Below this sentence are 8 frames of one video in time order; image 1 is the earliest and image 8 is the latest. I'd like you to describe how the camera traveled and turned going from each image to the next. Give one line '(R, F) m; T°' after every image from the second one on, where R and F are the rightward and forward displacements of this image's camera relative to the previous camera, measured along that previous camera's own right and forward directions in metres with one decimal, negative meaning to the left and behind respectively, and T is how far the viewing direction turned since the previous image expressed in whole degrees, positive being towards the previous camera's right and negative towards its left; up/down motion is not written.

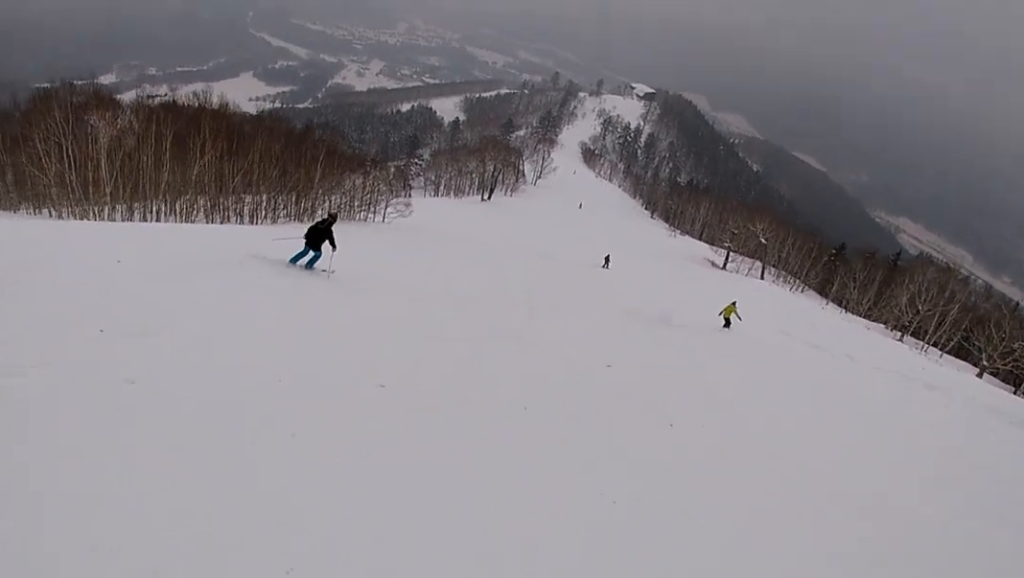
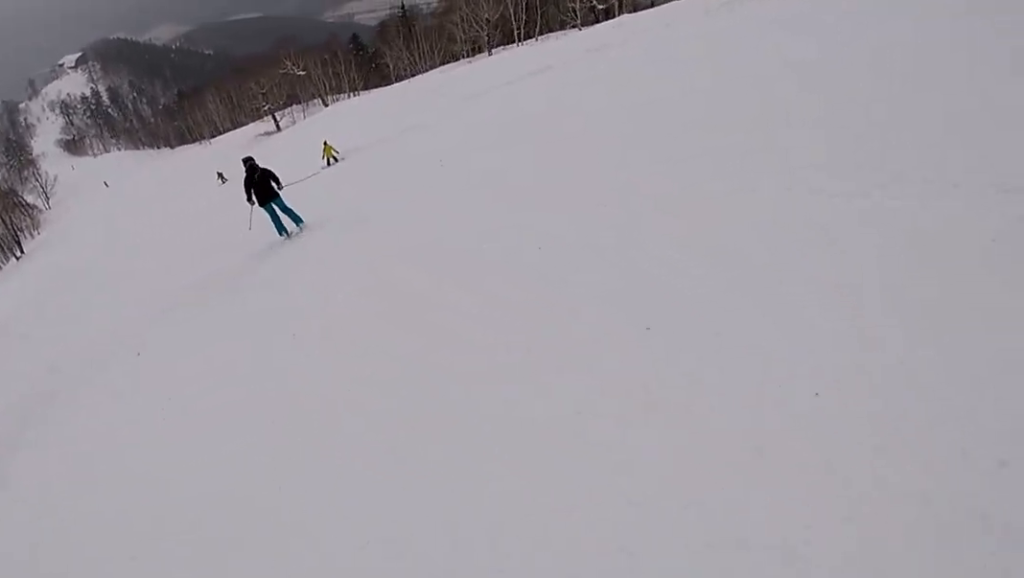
(-0.4, +12.1) m; +16°
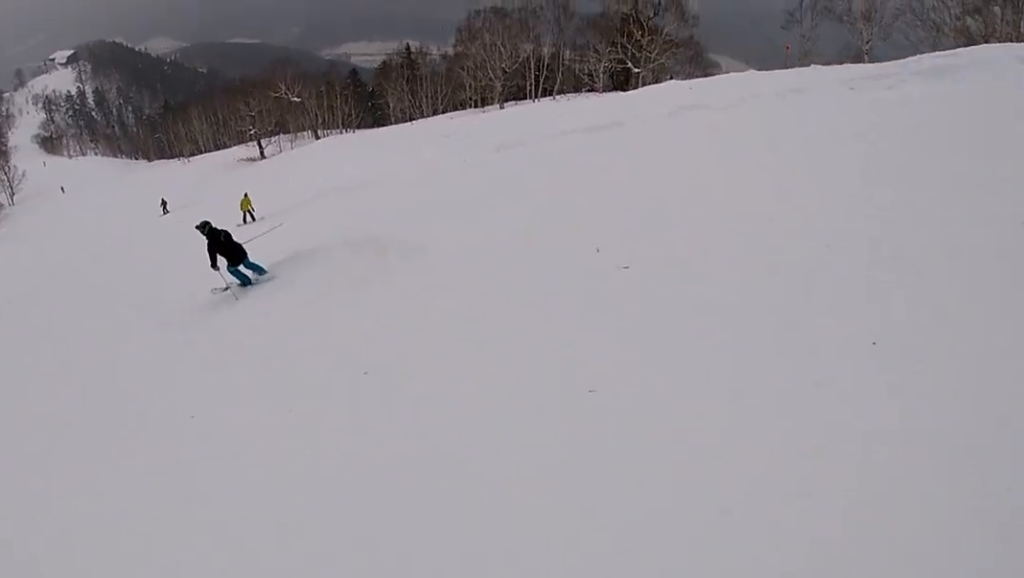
(+1.3, +5.6) m; +4°
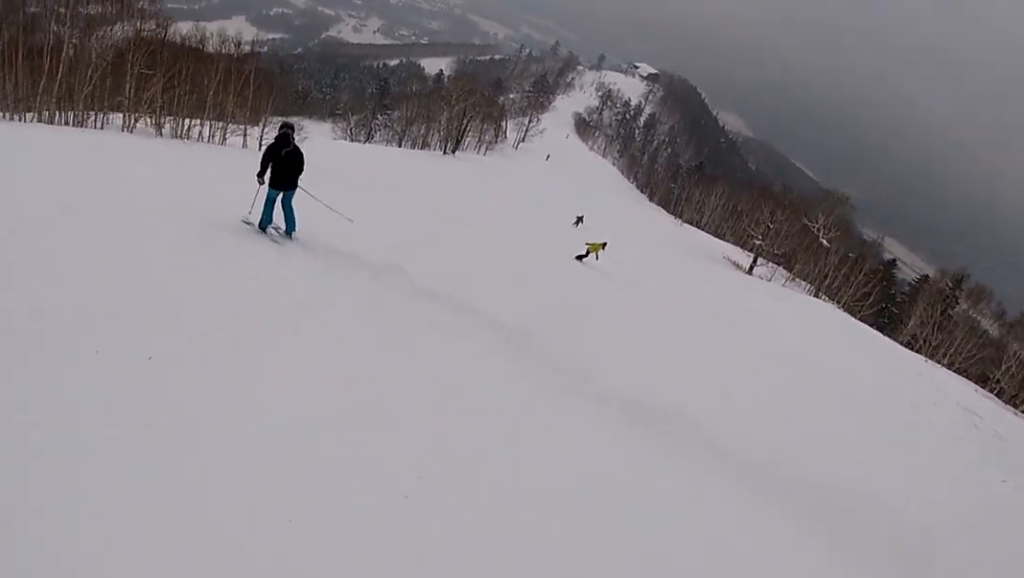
(-0.3, +8.1) m; -15°
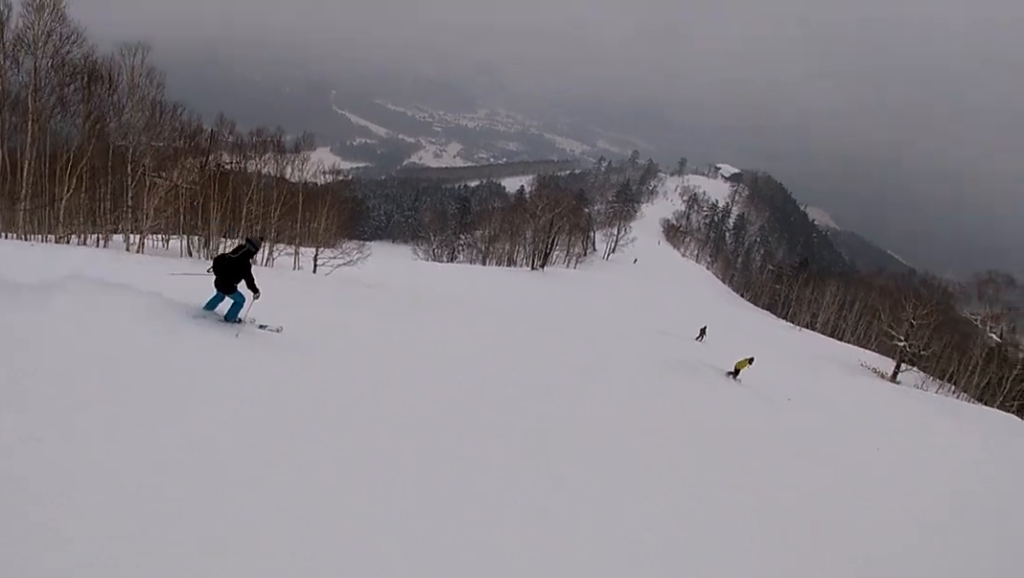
(-2.4, +9.3) m; -14°
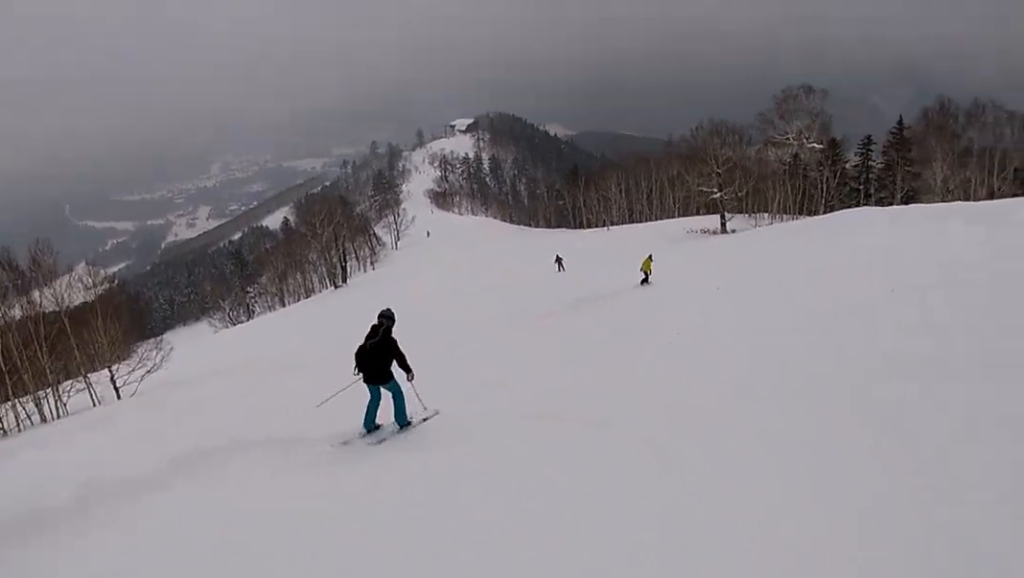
(+0.6, +6.7) m; +9°
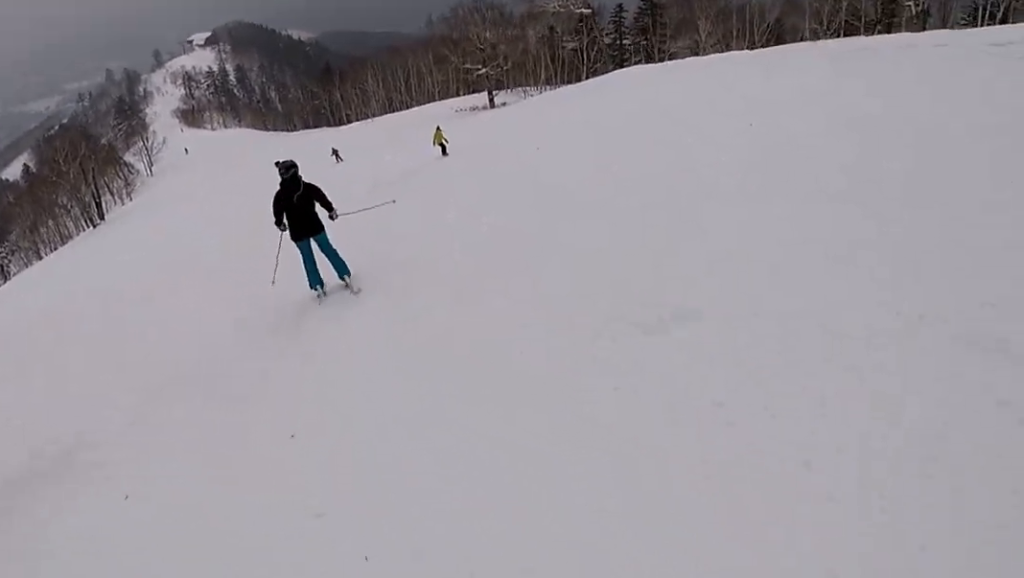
(+0.1, +3.1) m; +3°
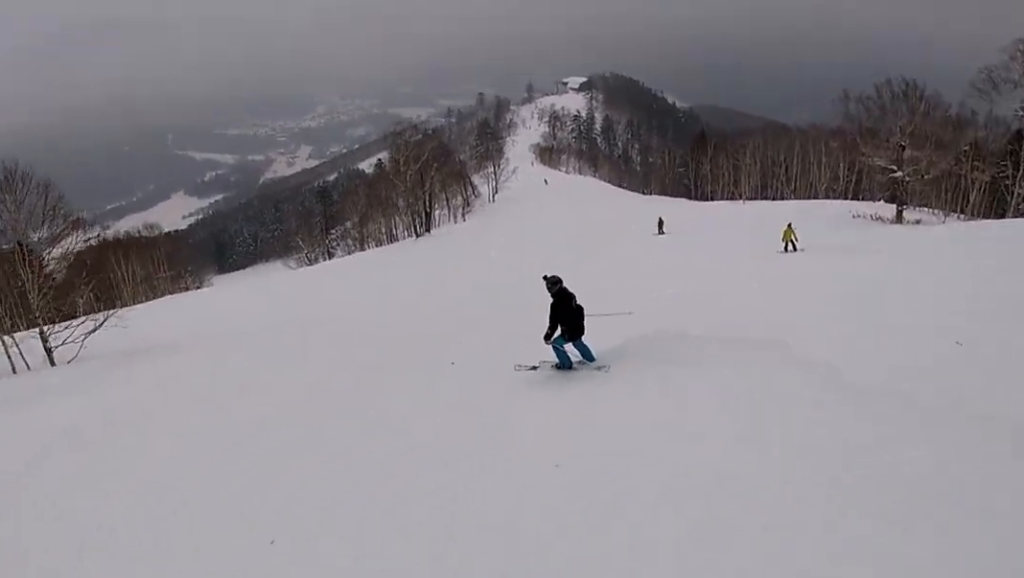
(+0.3, +8.3) m; -7°
